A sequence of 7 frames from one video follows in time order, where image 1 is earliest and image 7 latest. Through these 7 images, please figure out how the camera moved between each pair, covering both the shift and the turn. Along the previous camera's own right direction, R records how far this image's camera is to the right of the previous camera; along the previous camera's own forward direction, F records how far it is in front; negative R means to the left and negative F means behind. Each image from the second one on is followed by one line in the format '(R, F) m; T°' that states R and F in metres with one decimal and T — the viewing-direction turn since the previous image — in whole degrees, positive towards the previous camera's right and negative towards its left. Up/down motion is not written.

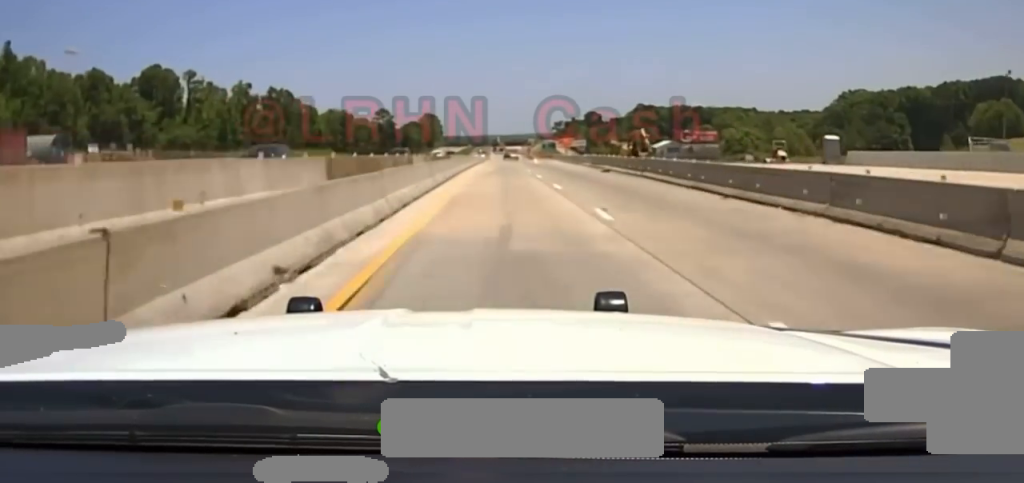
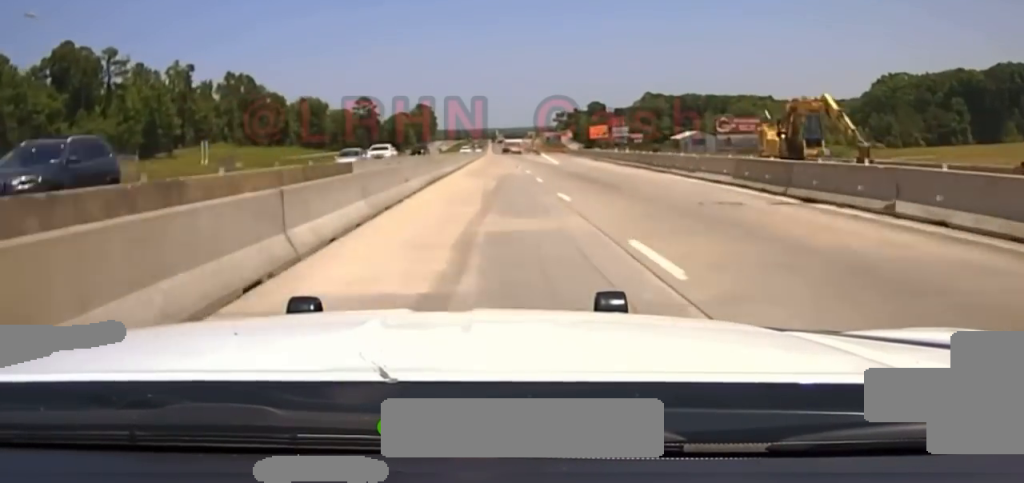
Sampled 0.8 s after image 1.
(+0.1, +38.3) m; 0°
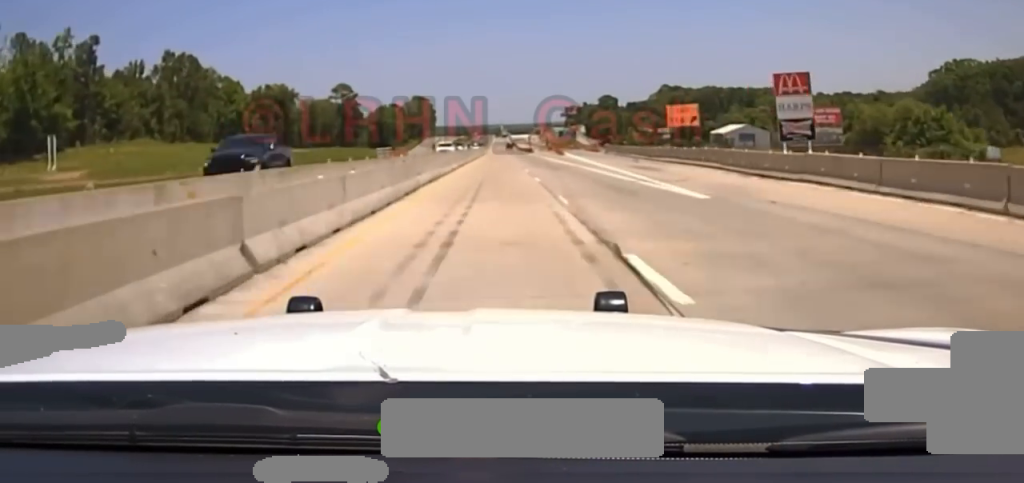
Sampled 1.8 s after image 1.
(+0.1, +45.1) m; 0°
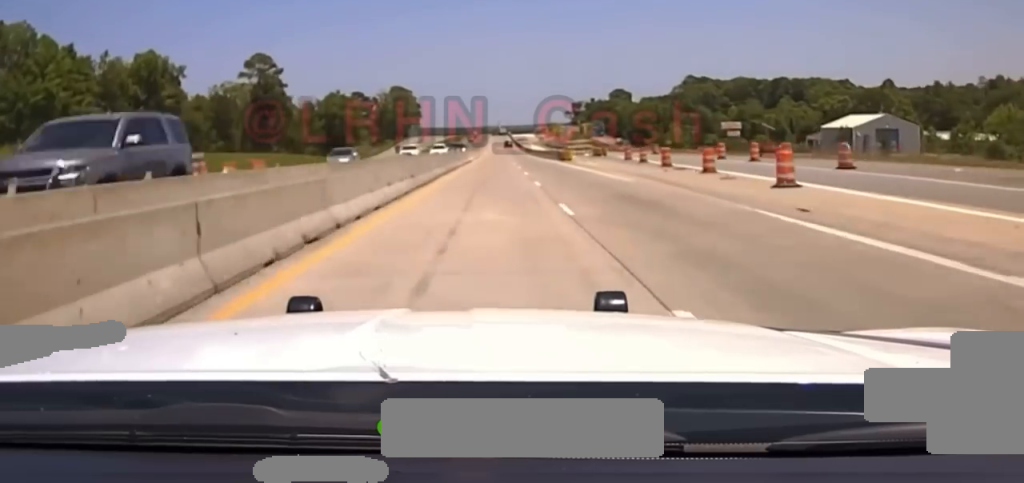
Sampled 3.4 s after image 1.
(+0.3, +83.5) m; 0°
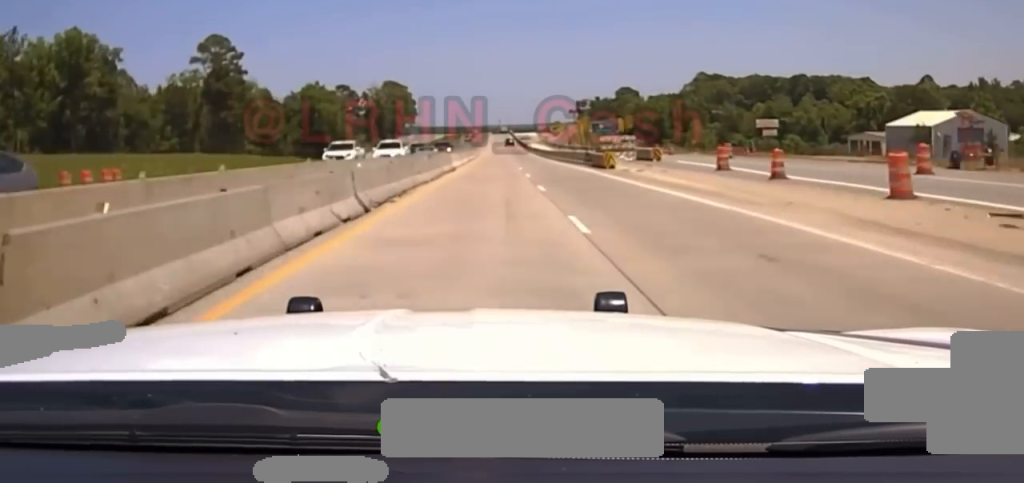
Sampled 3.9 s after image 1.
(+0.1, +27.6) m; 0°
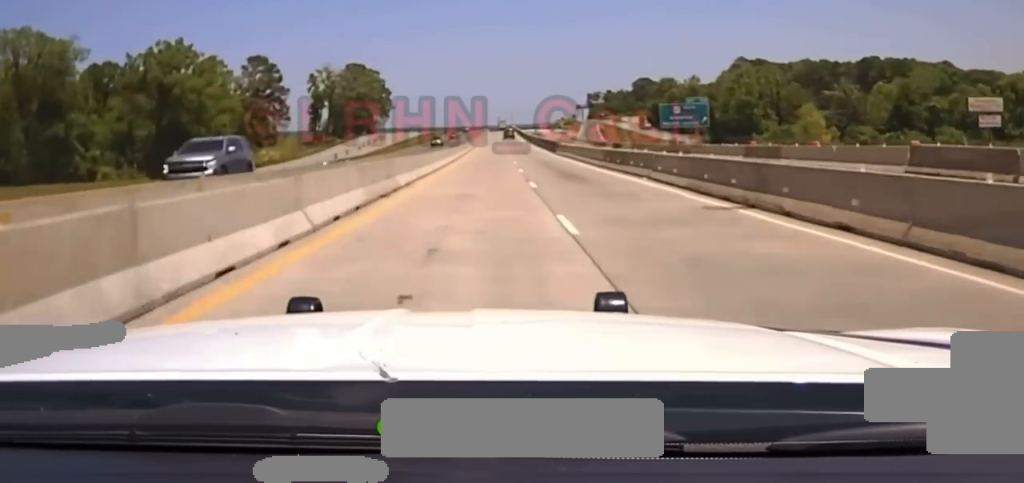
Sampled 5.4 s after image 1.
(-0.5, +88.9) m; 0°
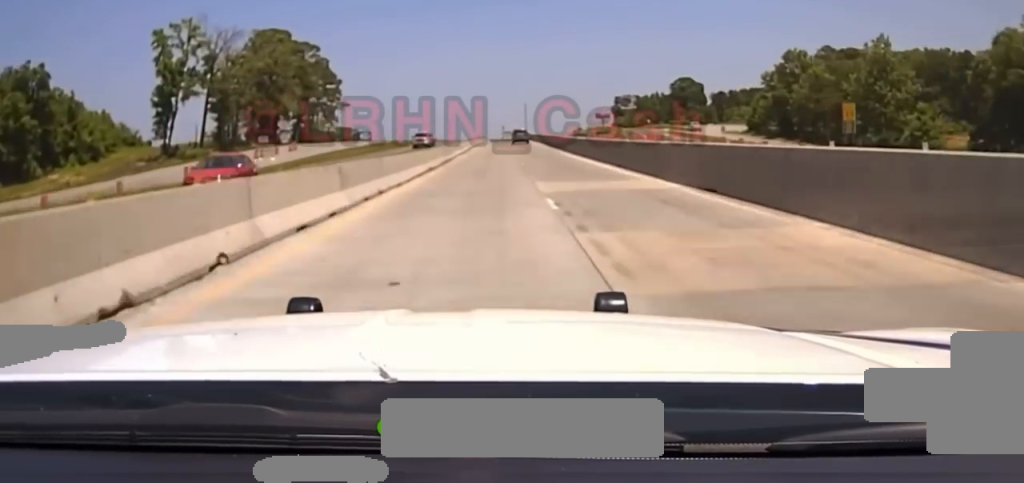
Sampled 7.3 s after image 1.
(+0.4, +105.8) m; 0°
